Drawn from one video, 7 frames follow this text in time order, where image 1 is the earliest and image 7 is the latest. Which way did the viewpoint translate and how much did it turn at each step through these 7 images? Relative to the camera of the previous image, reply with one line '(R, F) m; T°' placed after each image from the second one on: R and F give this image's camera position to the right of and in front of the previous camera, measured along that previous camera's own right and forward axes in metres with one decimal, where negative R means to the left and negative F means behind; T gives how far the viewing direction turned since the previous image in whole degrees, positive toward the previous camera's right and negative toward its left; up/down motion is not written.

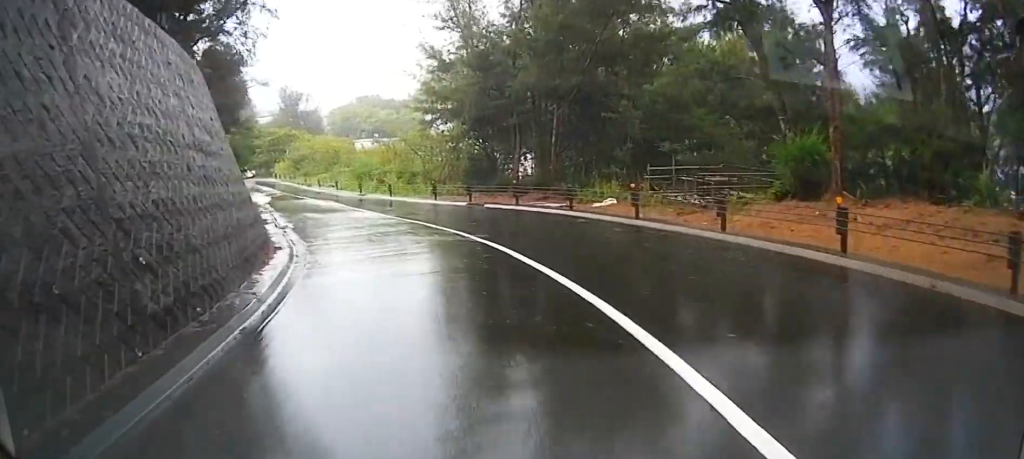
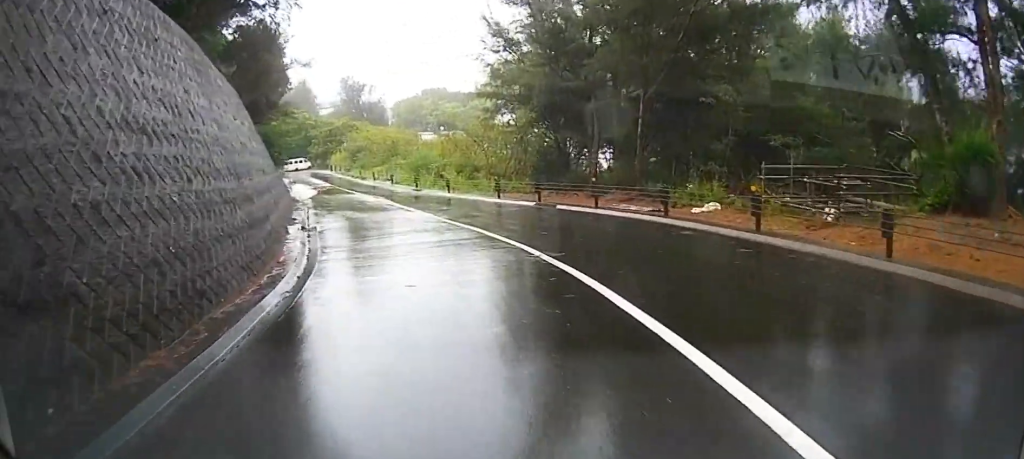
(-0.3, +4.6) m; -7°
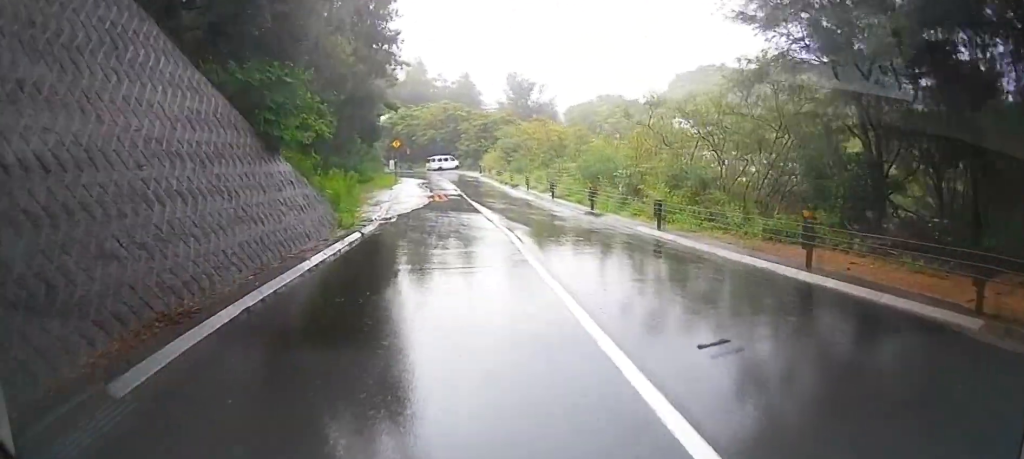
(-2.0, +17.5) m; -9°
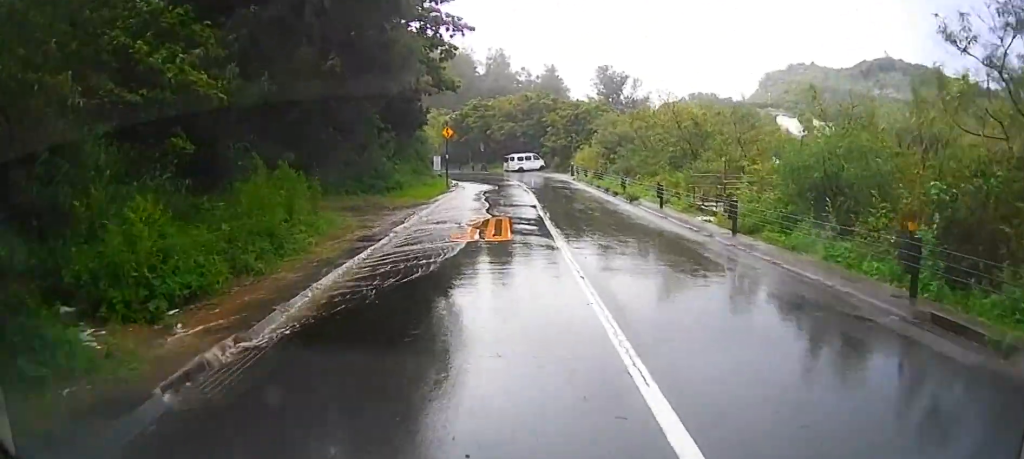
(-1.1, +15.5) m; -12°
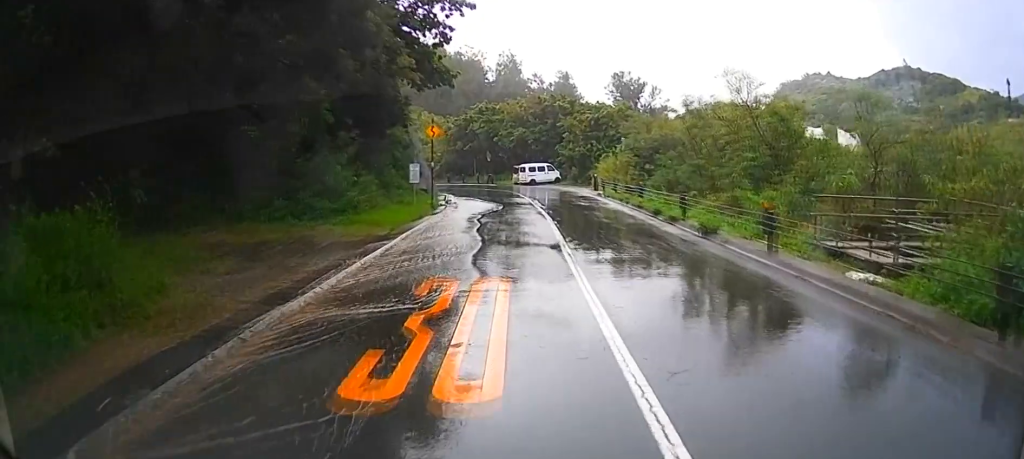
(-0.9, +8.2) m; -7°
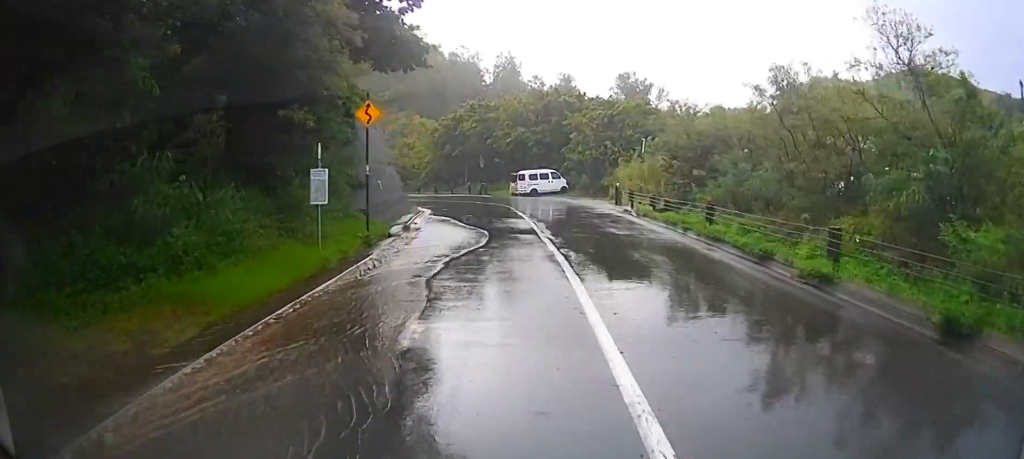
(+0.5, +9.5) m; +12°
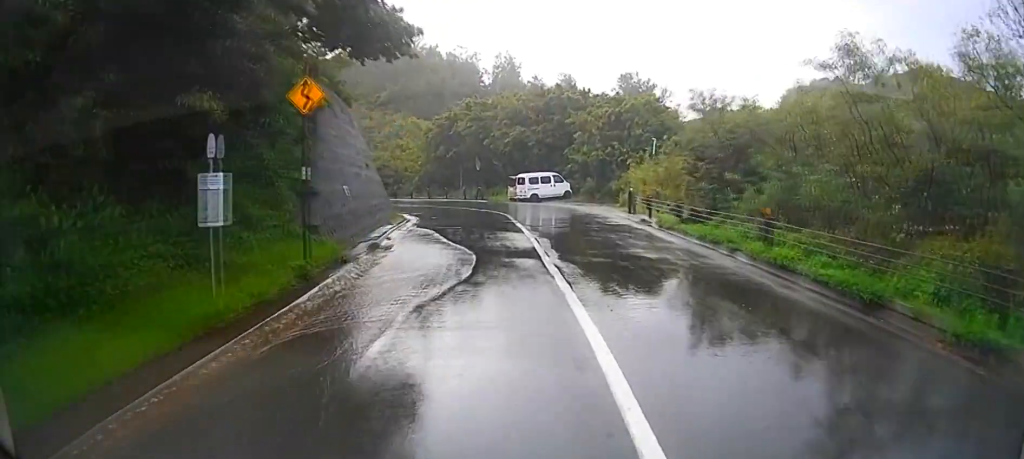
(+0.3, +4.3) m; +2°
